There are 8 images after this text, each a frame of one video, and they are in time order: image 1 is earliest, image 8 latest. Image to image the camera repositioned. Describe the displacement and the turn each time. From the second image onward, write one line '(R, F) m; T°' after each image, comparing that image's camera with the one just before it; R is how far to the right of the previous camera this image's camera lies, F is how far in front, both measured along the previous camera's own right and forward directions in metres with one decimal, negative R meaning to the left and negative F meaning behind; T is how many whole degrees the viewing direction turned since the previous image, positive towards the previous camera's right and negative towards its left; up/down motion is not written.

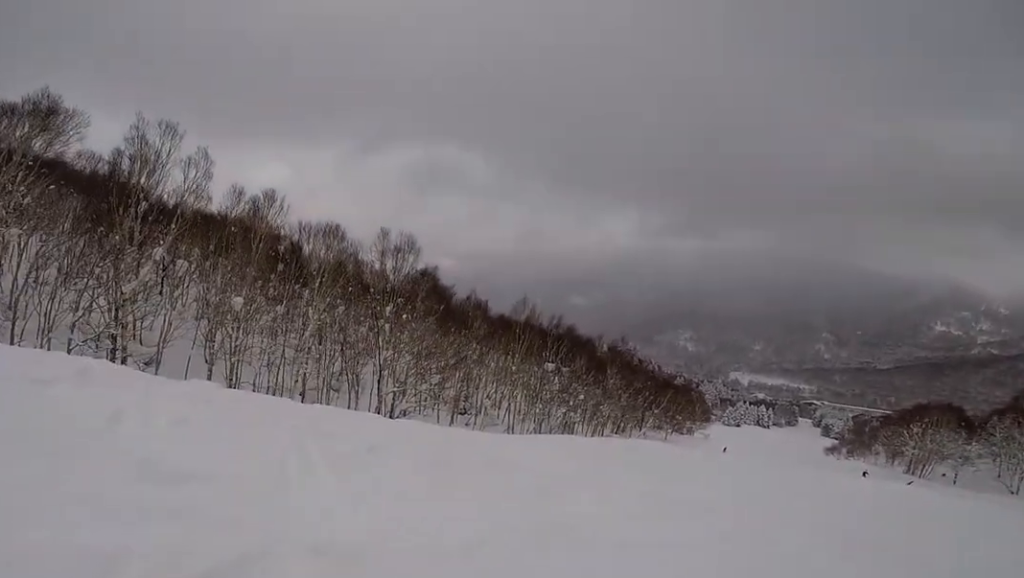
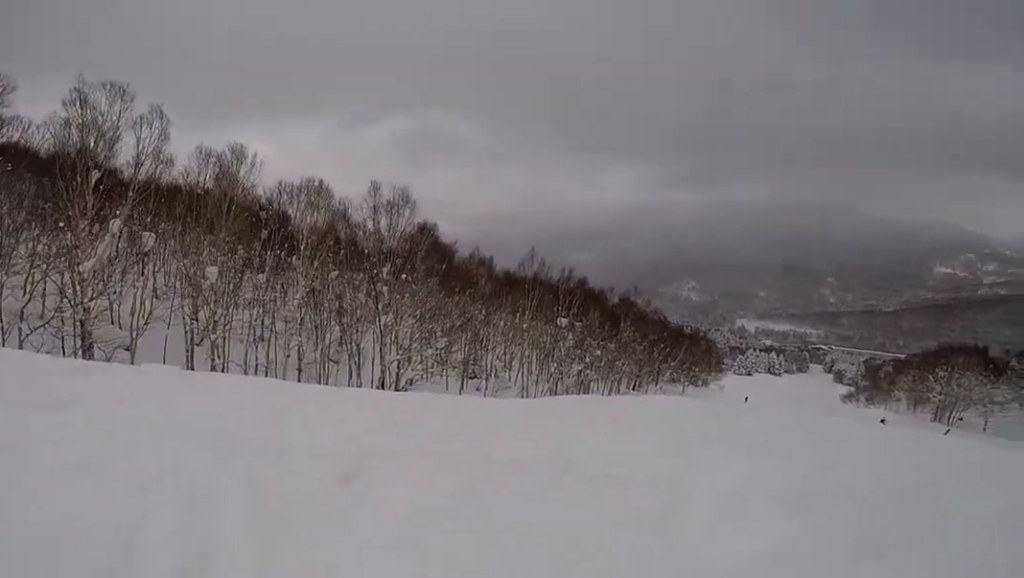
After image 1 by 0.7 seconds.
(-0.6, +2.7) m; 0°
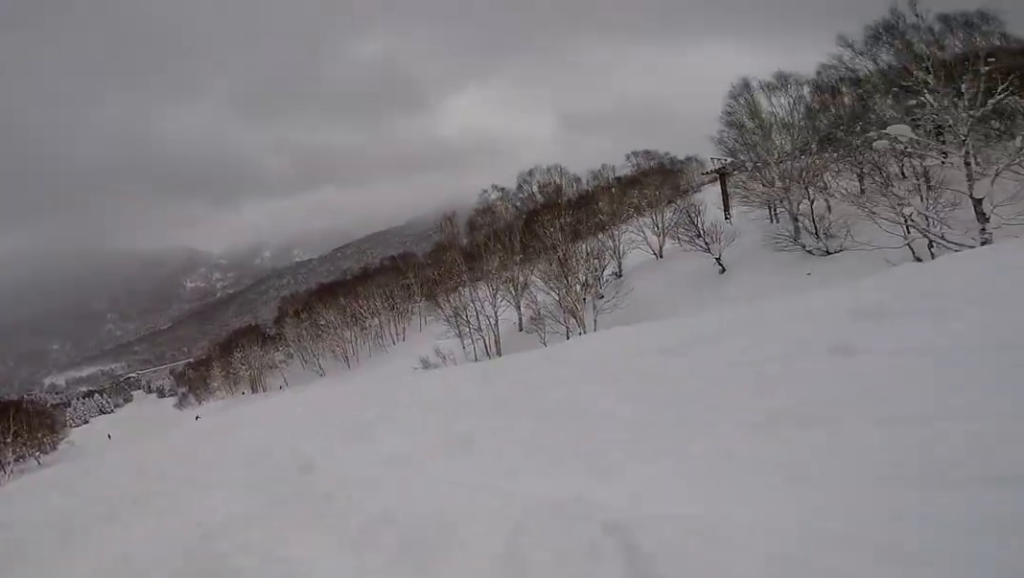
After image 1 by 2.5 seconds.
(+3.1, +7.0) m; +41°
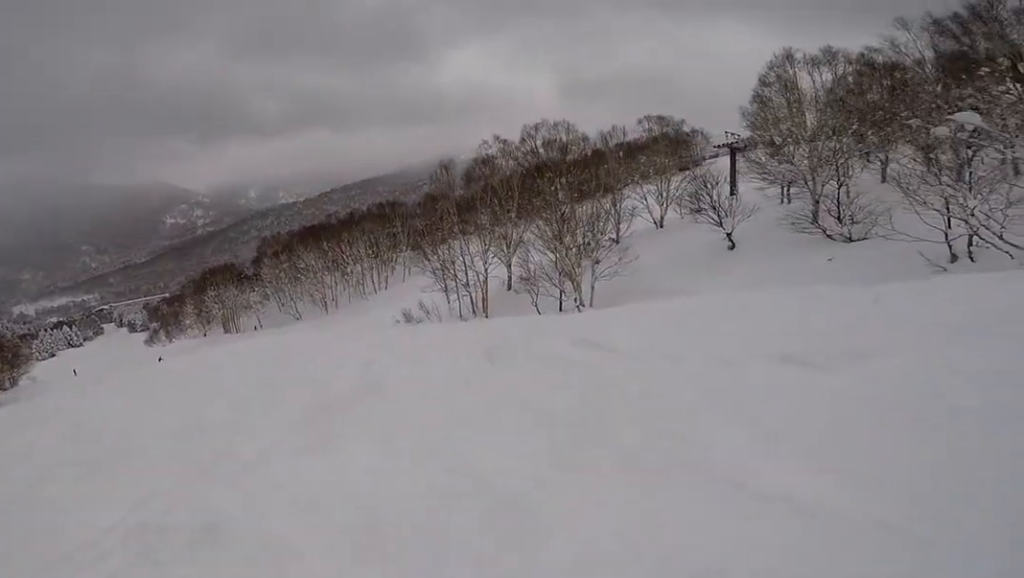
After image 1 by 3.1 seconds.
(+0.5, +2.4) m; +9°
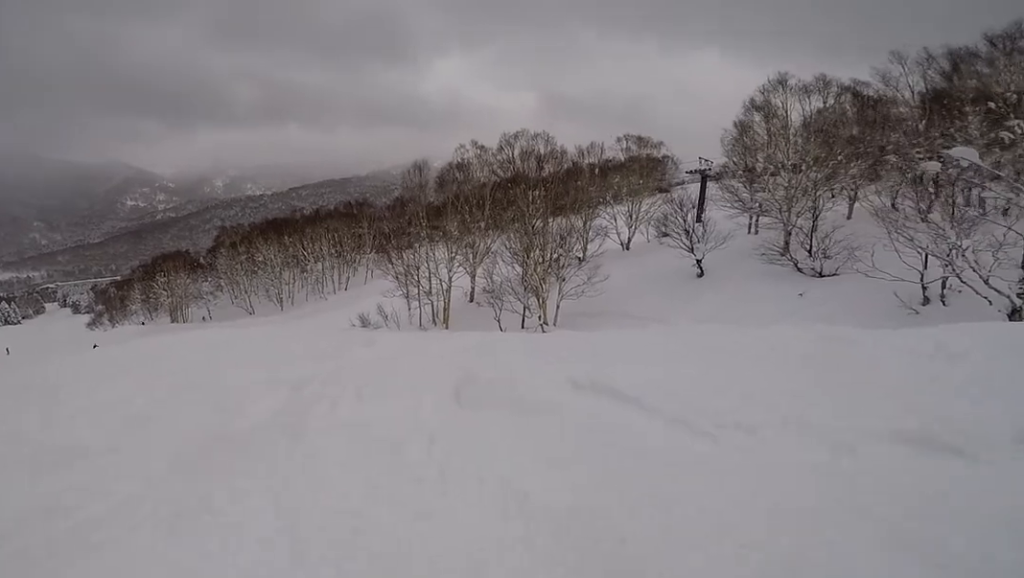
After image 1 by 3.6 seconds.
(+0.1, +1.9) m; +5°
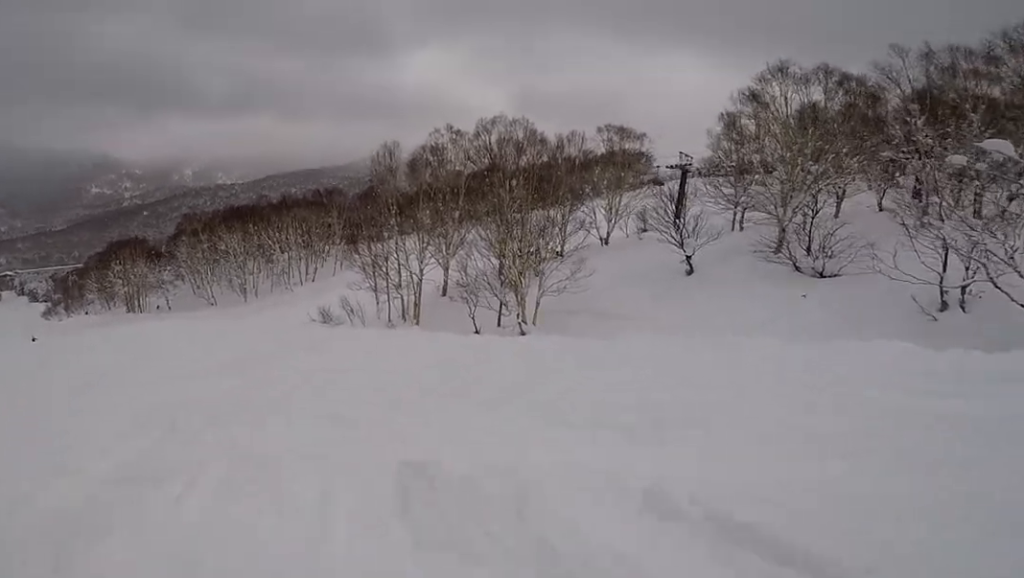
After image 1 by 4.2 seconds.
(+0.1, +3.0) m; -2°
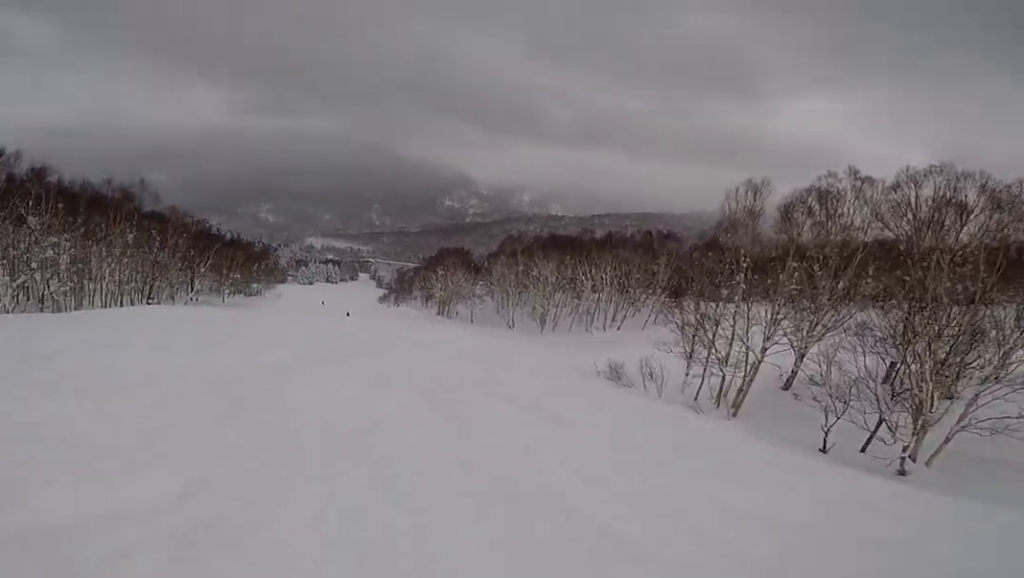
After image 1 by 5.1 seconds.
(-0.2, +3.8) m; -19°
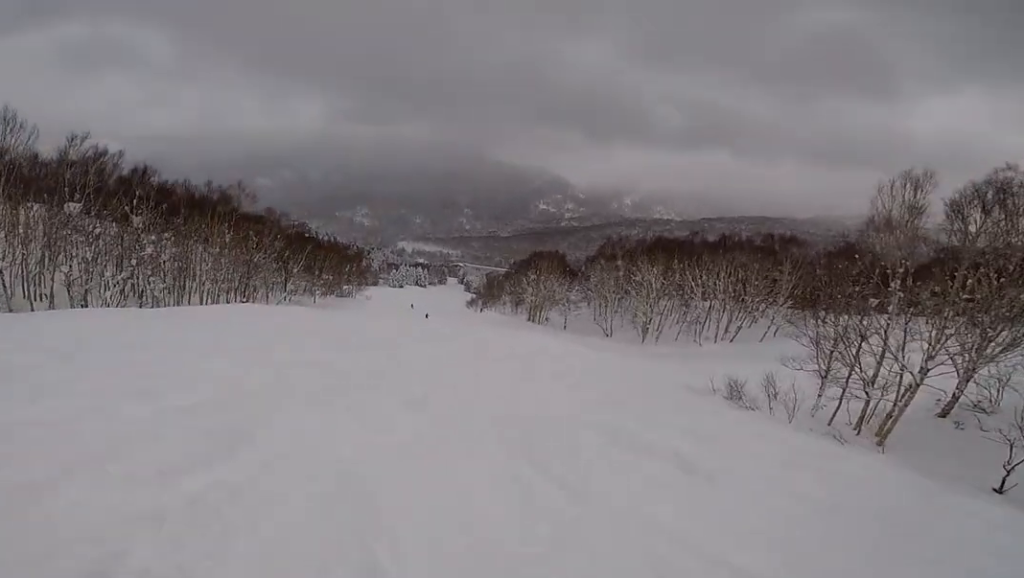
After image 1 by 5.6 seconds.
(+0.1, +1.7) m; -11°
